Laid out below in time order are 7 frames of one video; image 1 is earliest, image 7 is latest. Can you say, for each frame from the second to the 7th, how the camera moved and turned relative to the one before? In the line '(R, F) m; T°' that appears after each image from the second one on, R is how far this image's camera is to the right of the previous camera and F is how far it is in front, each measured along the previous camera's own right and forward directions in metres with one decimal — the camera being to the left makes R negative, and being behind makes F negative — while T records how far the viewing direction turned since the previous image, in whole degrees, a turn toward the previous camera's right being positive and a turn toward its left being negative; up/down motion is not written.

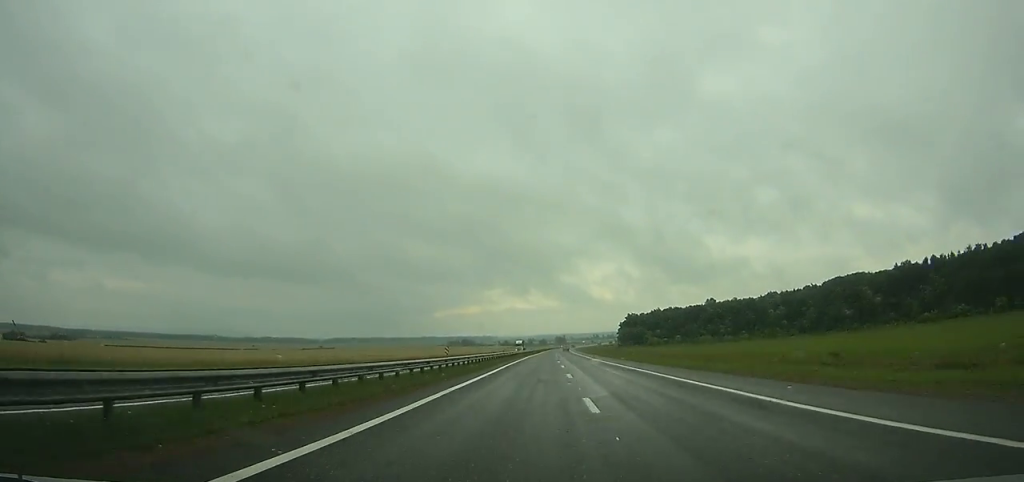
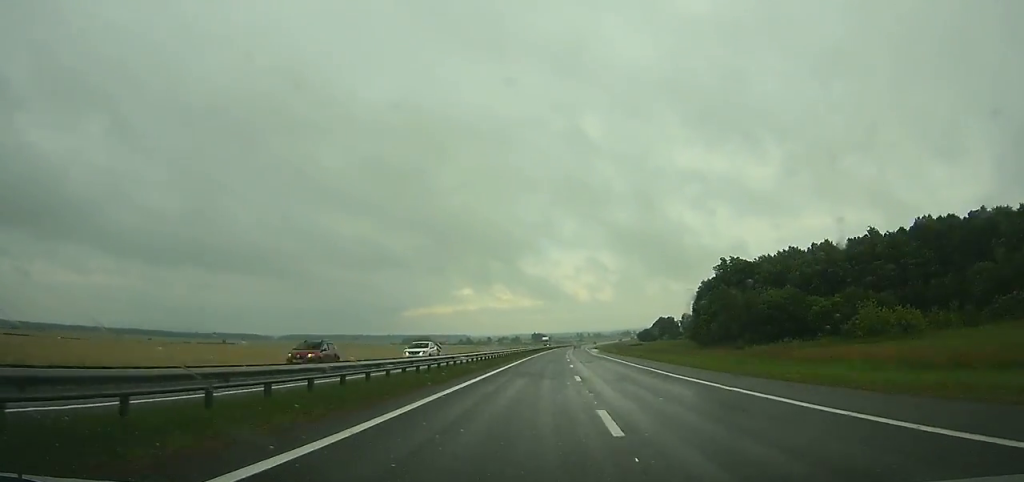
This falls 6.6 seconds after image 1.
(+2.9, +228.0) m; +2°
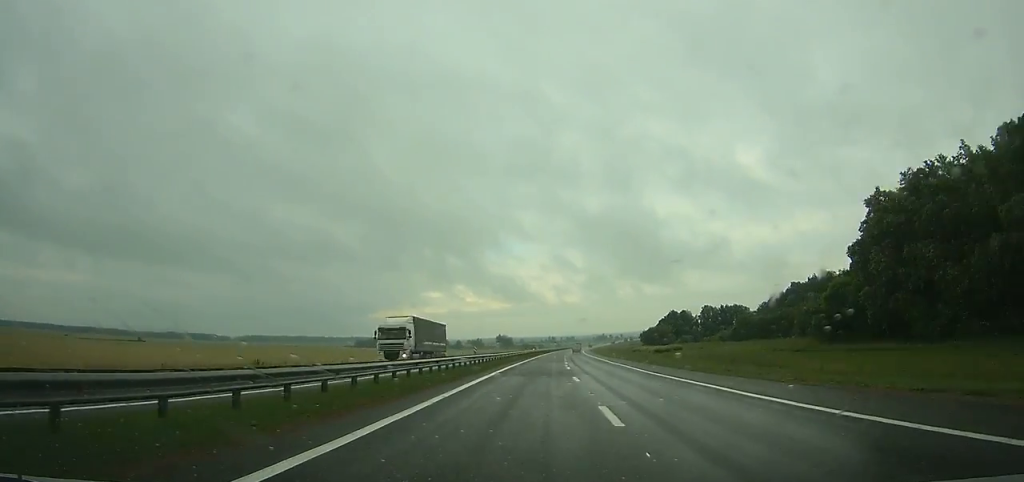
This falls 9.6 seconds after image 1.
(+2.0, +104.0) m; +2°
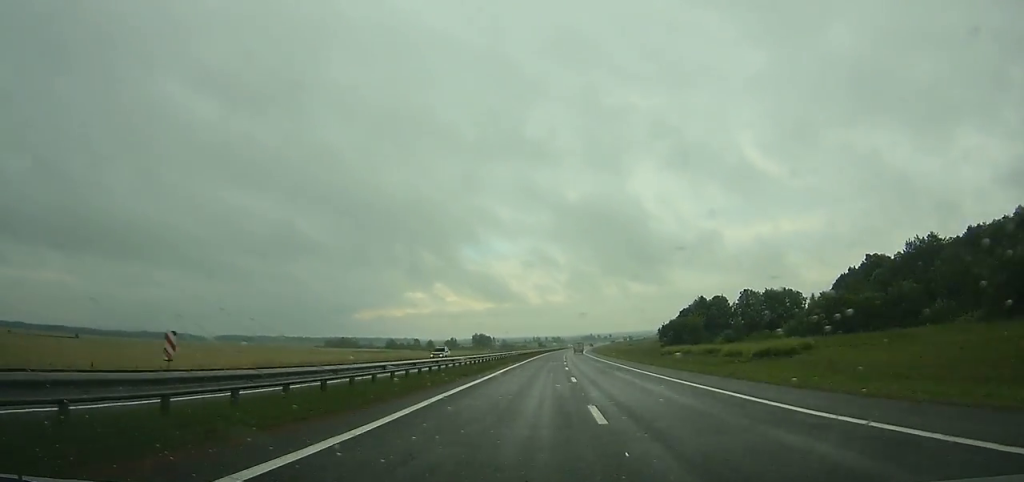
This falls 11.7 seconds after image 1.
(+1.1, +72.5) m; +2°
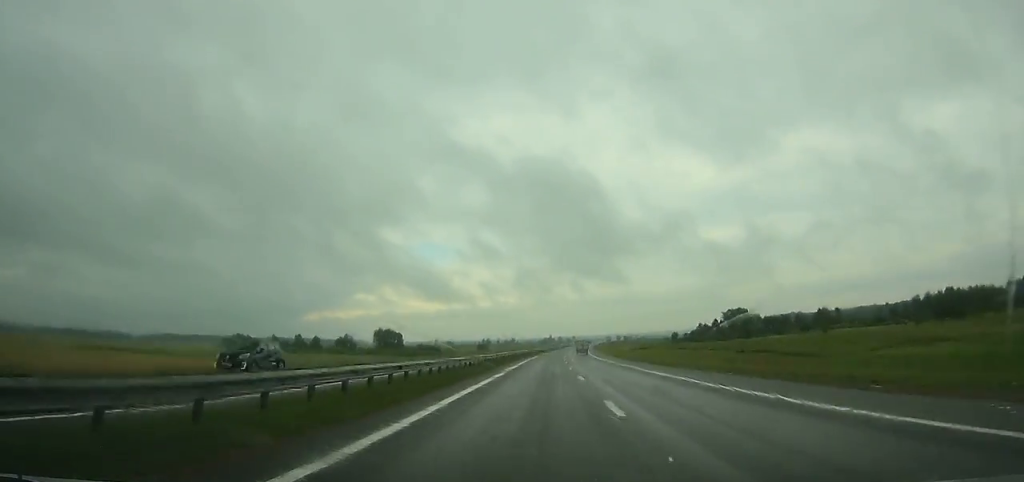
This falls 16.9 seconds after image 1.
(+5.8, +177.7) m; +4°
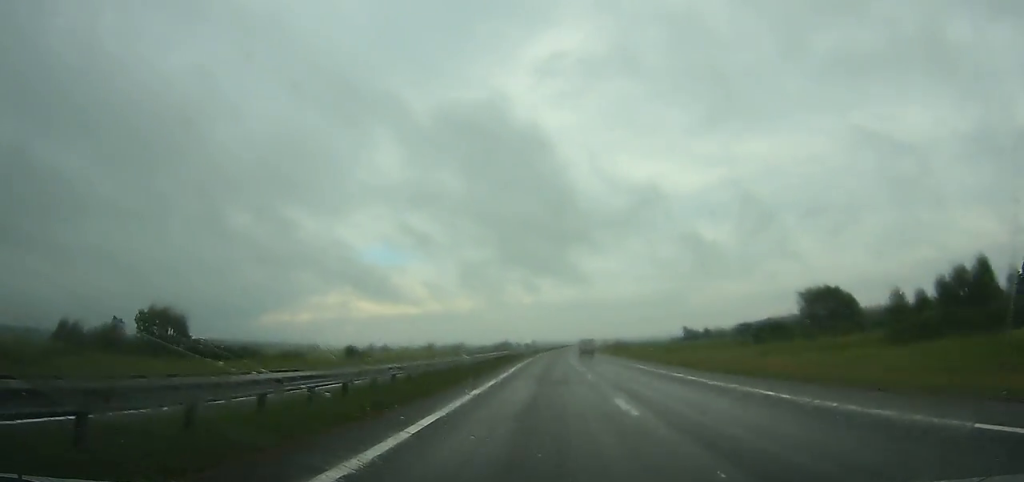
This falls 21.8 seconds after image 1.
(+6.7, +164.8) m; +4°
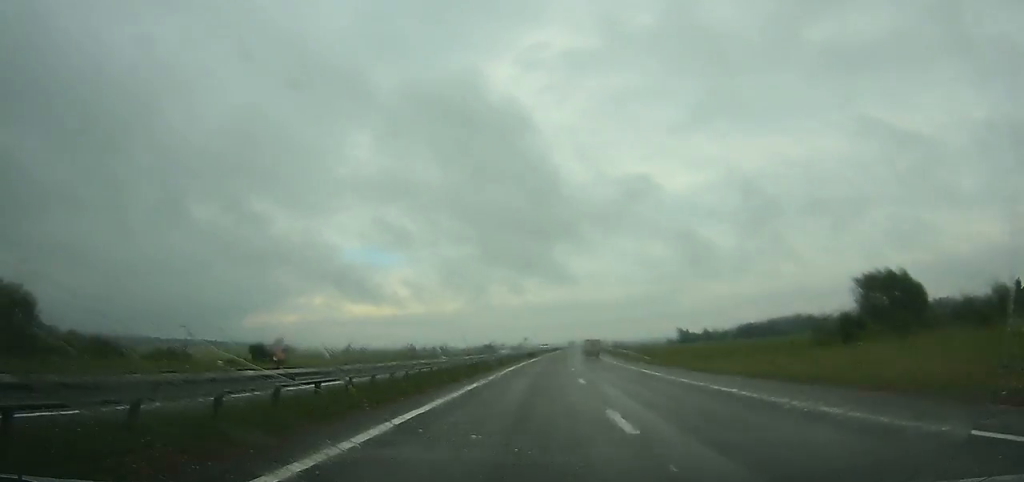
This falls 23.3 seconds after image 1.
(+0.5, +50.1) m; +1°
